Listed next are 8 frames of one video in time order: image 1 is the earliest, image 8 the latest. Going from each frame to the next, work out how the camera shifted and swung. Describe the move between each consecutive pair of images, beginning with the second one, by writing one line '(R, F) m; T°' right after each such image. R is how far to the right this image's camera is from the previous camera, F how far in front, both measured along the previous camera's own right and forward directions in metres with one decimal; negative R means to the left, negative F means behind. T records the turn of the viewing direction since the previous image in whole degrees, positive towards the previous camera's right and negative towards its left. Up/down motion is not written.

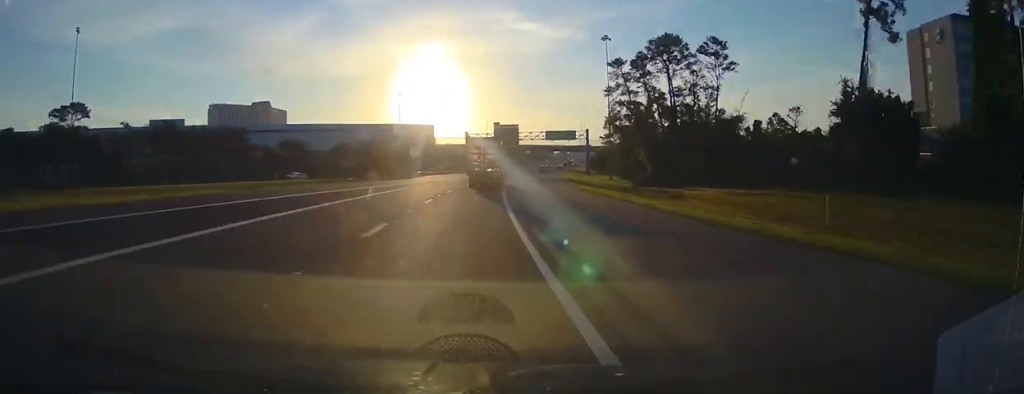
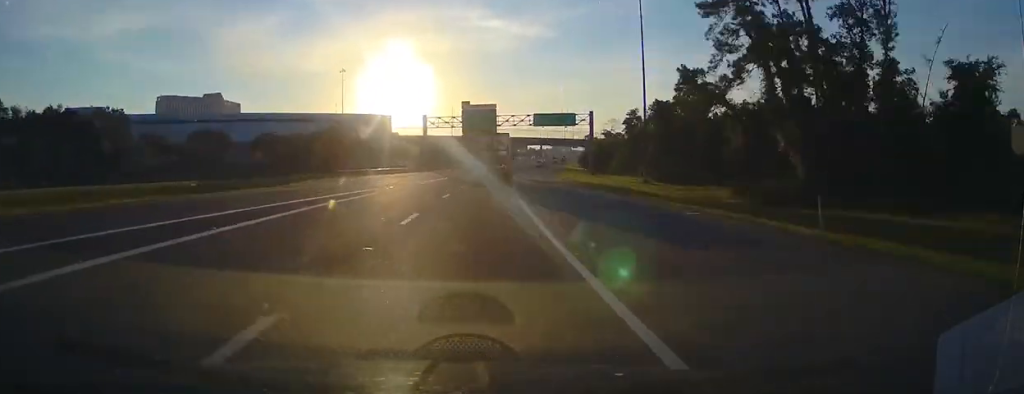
(+1.1, +46.2) m; +3°
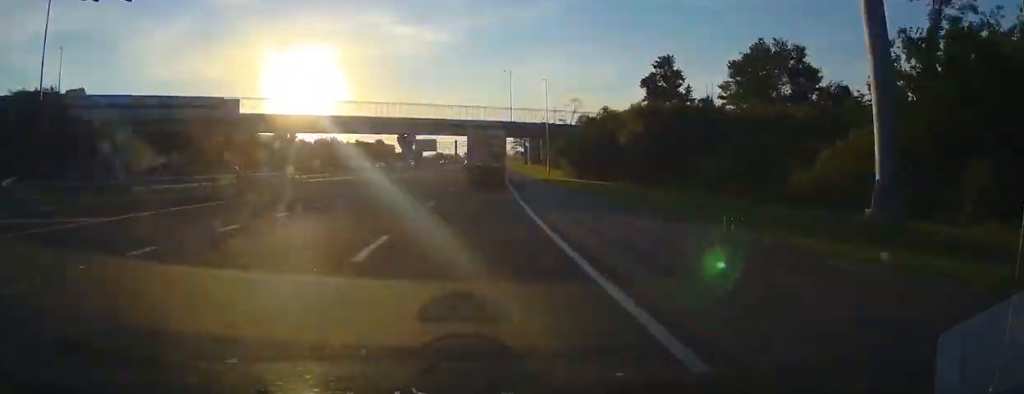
(+6.7, +102.2) m; +6°
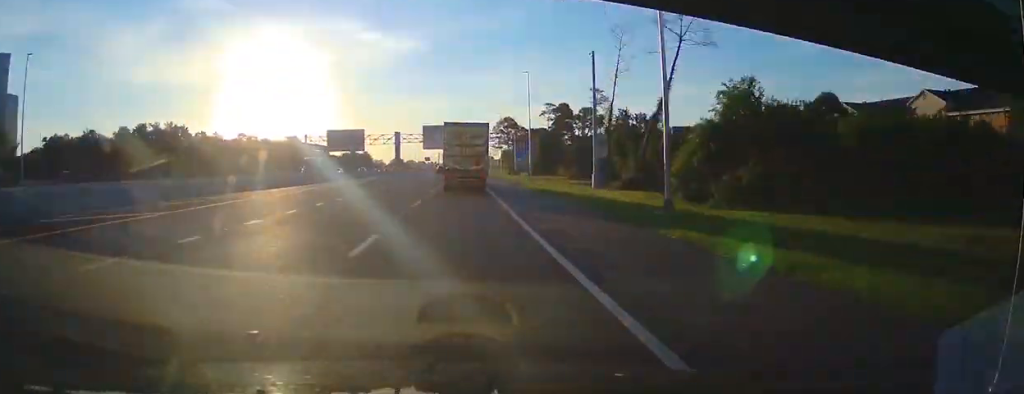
(+4.7, +107.4) m; +2°
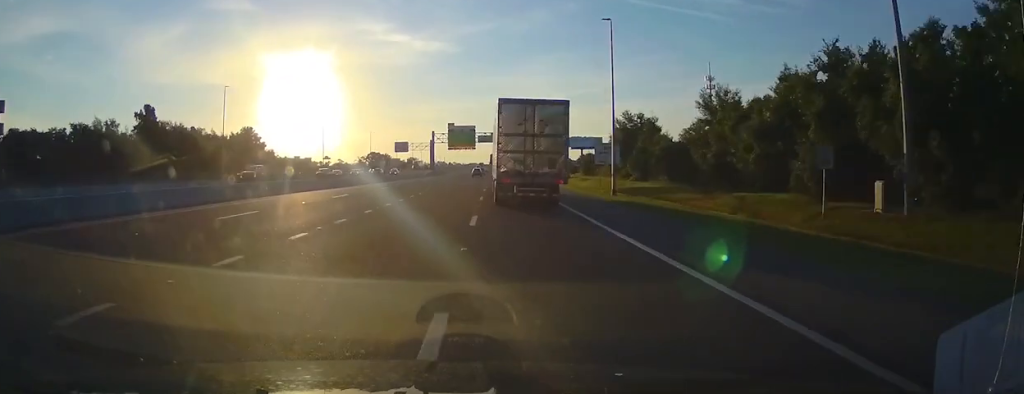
(-7.2, +233.5) m; -2°
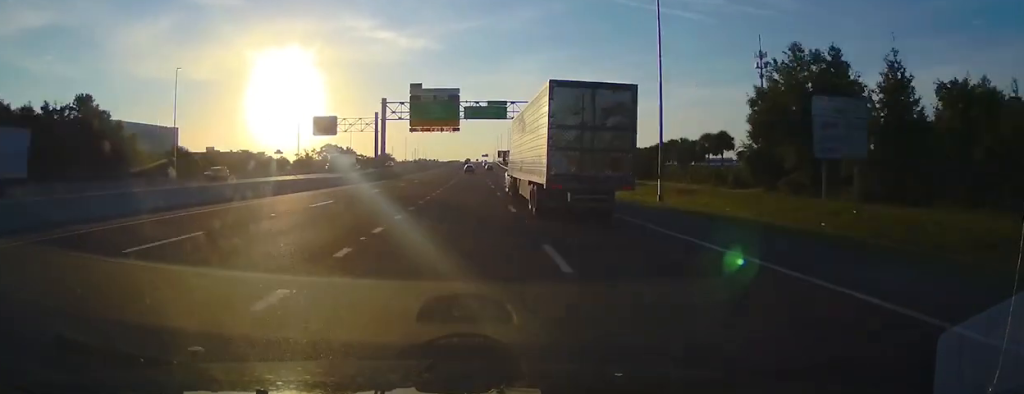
(+0.4, +62.4) m; 0°
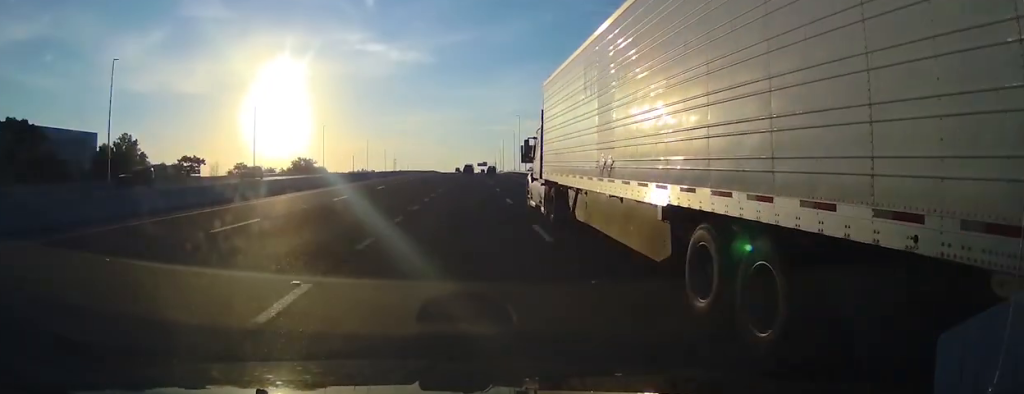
(+2.0, +158.2) m; +1°
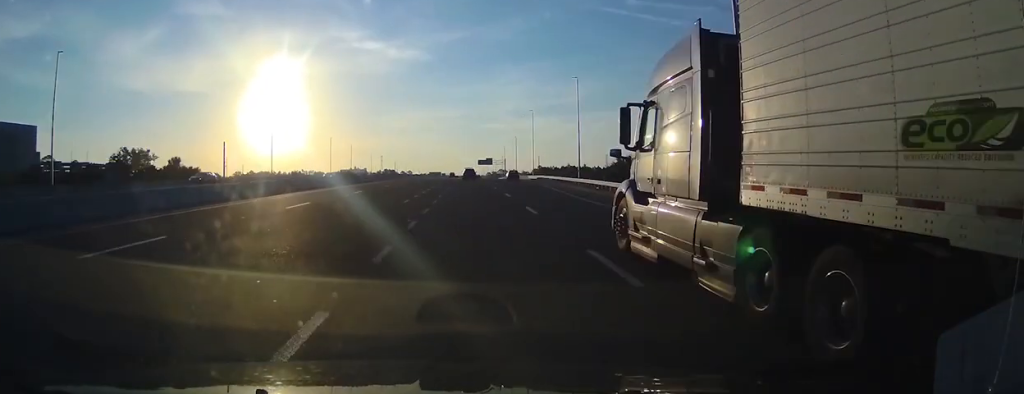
(+0.2, +91.9) m; 0°
